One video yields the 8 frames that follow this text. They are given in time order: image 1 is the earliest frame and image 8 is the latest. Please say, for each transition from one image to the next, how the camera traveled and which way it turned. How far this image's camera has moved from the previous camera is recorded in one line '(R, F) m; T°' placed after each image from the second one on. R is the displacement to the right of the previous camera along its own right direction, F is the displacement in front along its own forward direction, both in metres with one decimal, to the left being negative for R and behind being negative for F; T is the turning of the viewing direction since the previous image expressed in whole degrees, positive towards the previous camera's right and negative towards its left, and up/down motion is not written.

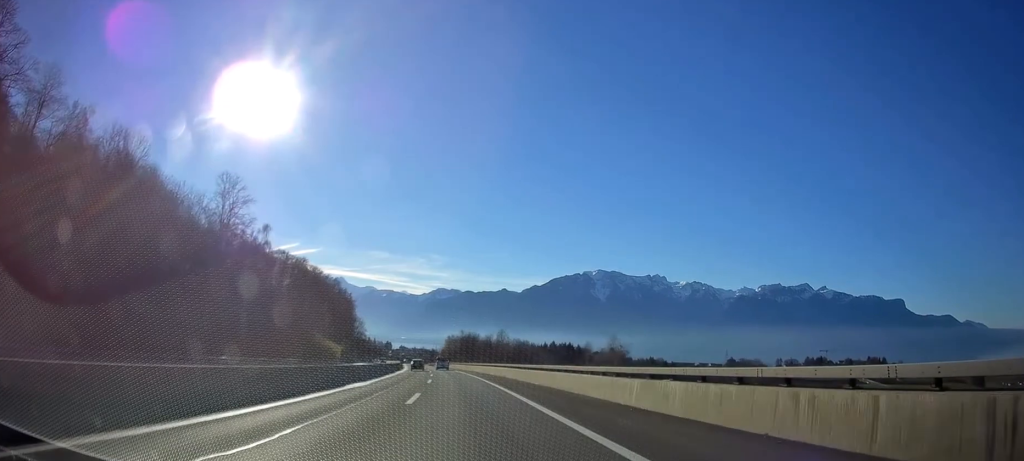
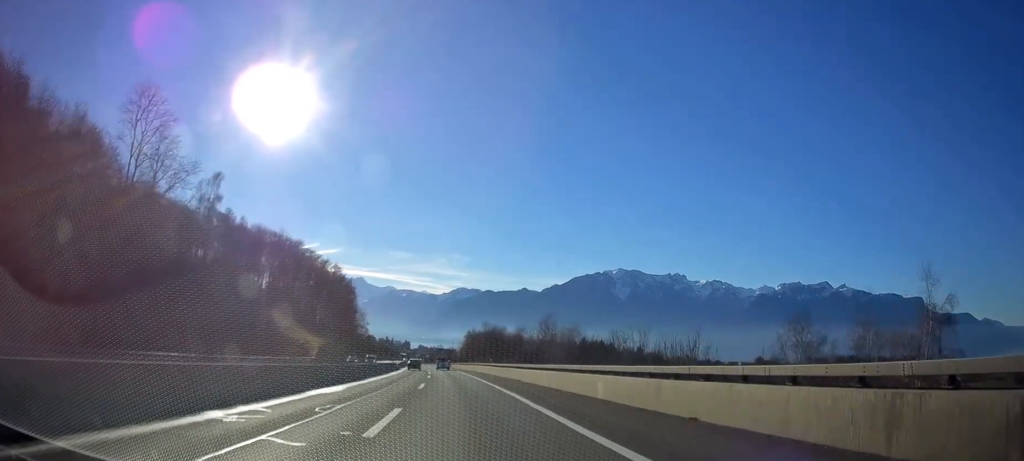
(-0.9, +43.6) m; -3°
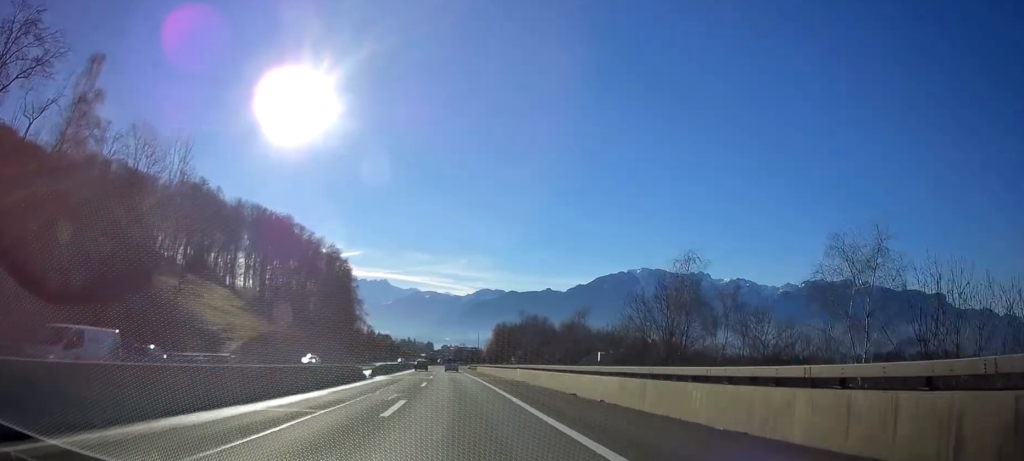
(-0.9, +49.3) m; -2°
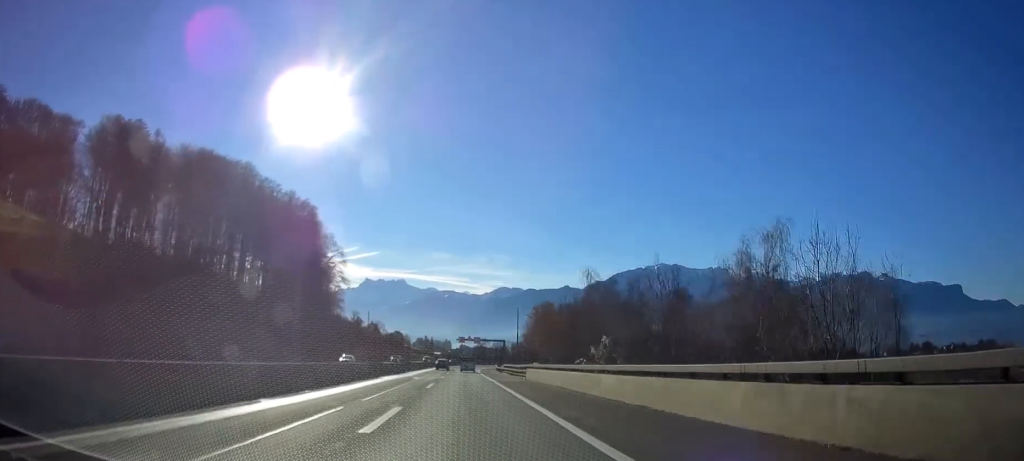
(-0.8, +50.8) m; -1°
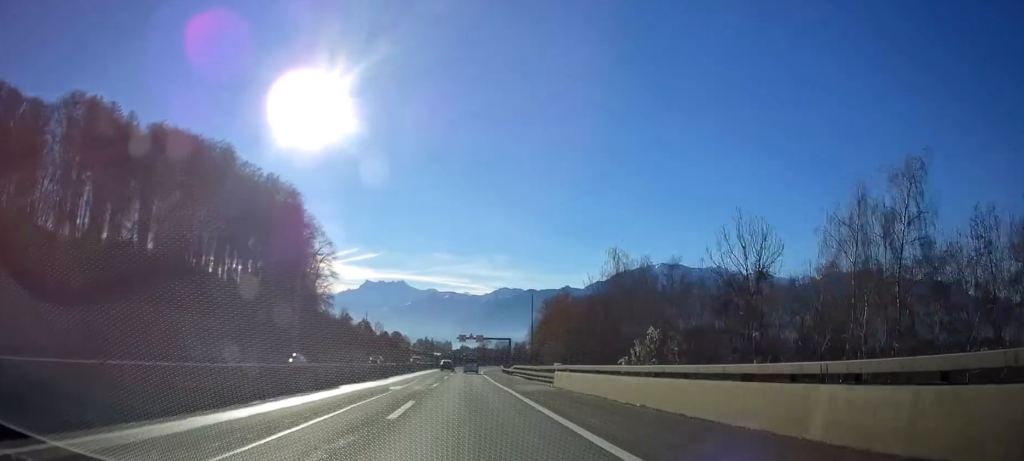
(0.0, +12.8) m; 0°
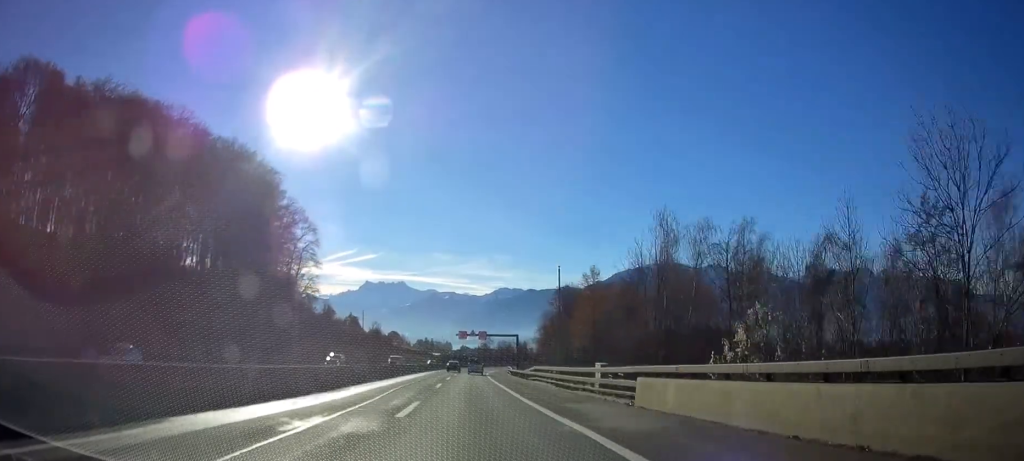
(0.0, +13.3) m; 0°
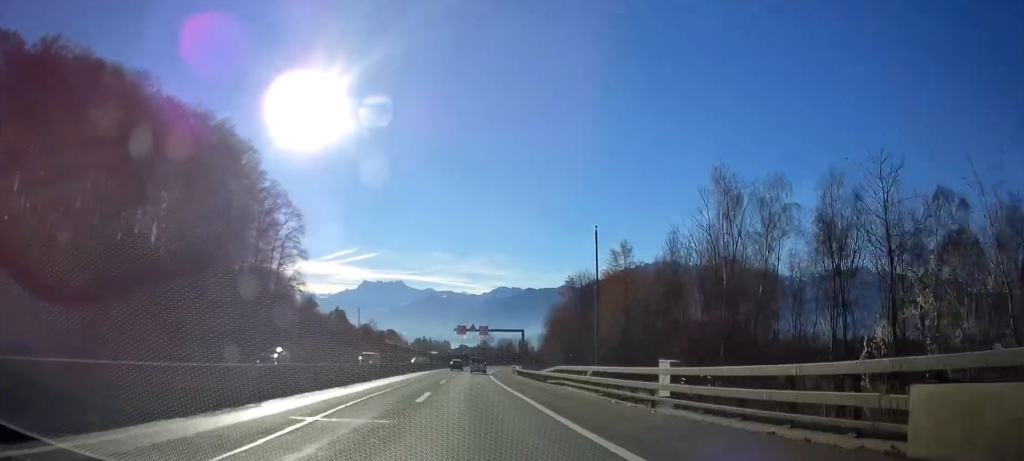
(0.0, +10.6) m; 0°
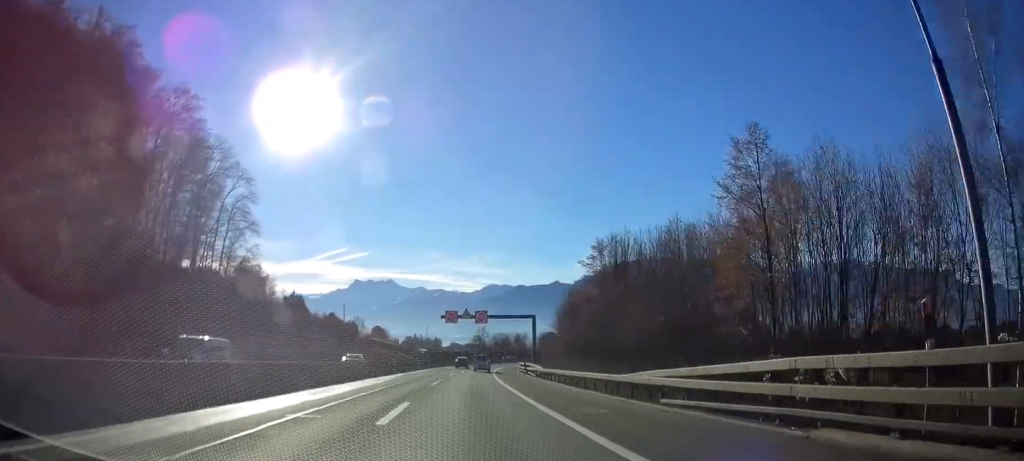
(0.0, +19.1) m; 0°
